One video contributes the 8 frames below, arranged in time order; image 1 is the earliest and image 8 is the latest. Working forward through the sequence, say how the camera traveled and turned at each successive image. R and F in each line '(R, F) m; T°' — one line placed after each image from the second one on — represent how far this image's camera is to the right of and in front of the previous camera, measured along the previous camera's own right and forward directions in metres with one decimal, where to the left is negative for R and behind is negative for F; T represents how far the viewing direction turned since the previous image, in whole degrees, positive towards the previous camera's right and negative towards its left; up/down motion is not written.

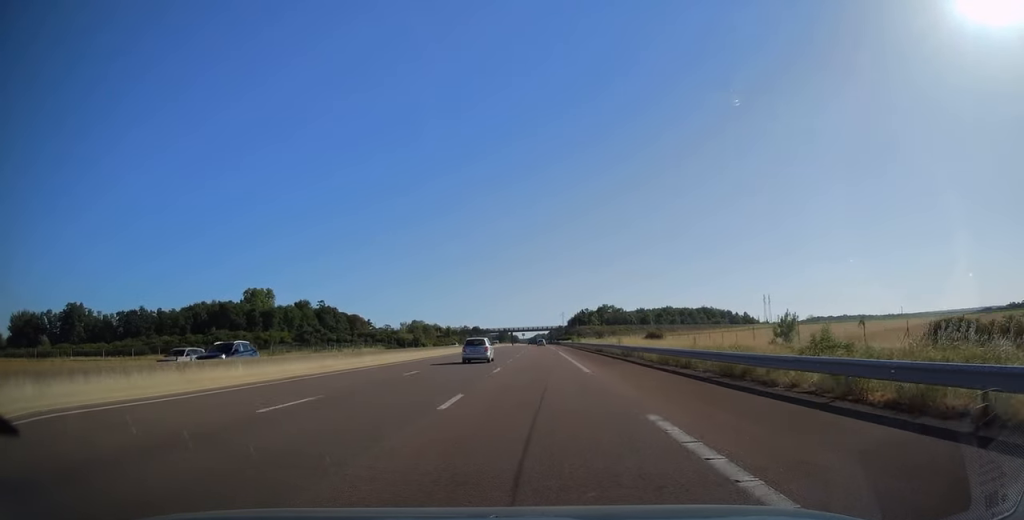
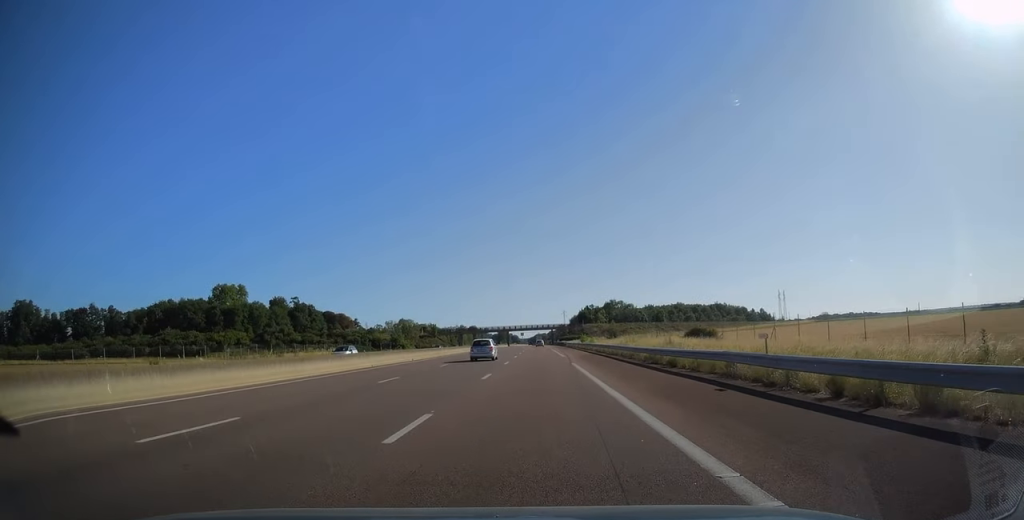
(0.0, +29.7) m; 0°
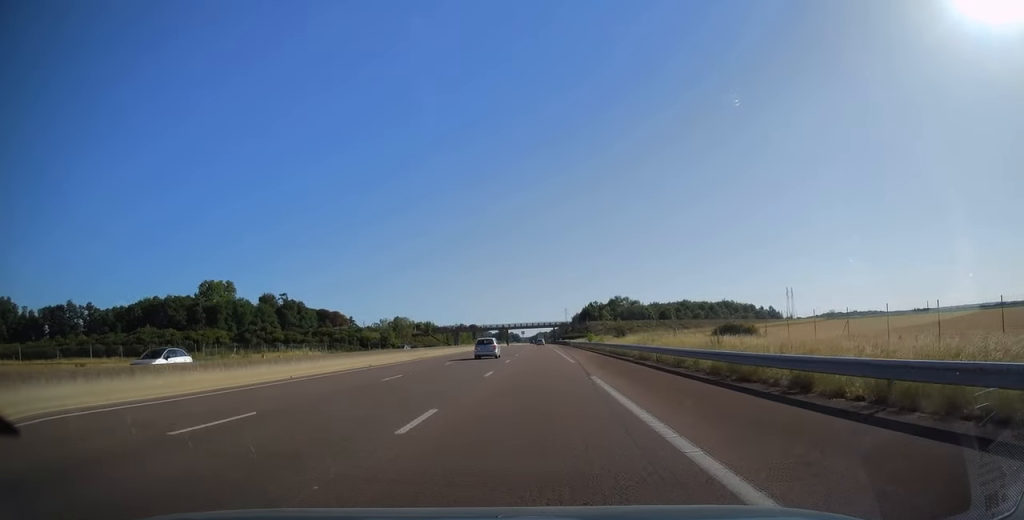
(0.0, +12.4) m; 0°
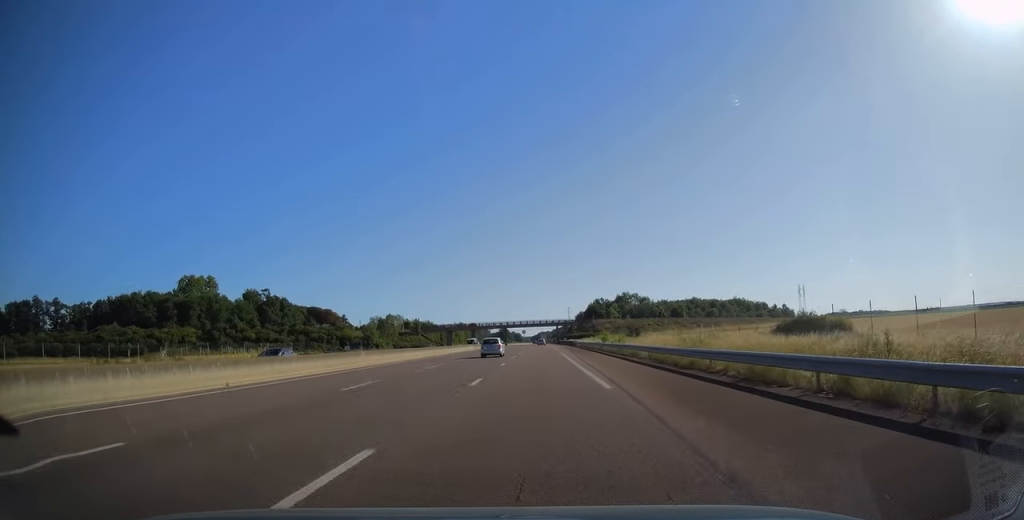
(-0.1, +17.3) m; 0°
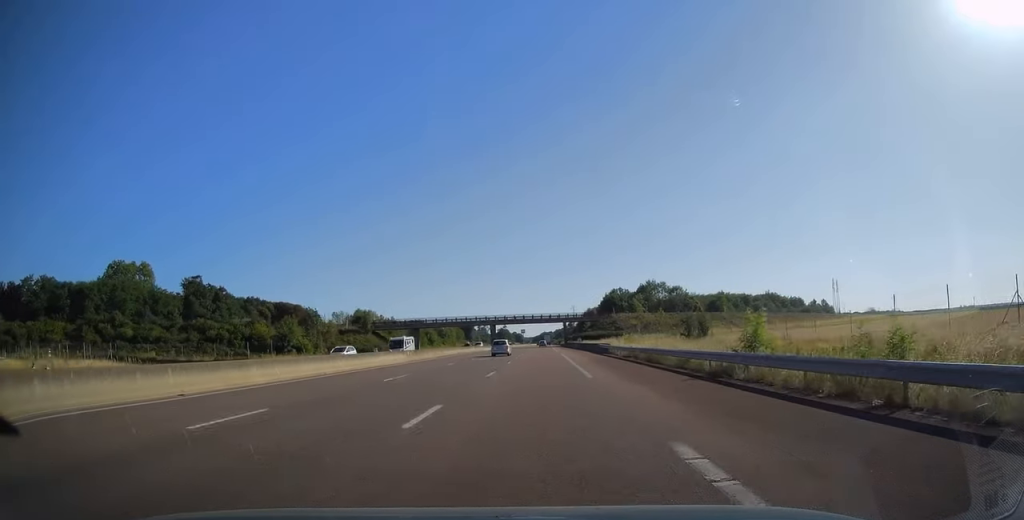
(0.0, +47.0) m; 0°
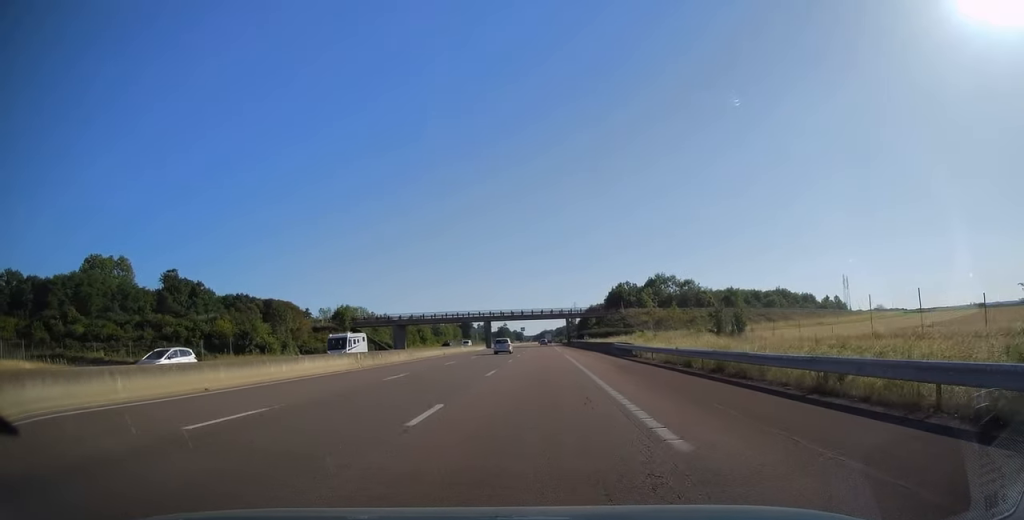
(0.0, +12.8) m; 0°
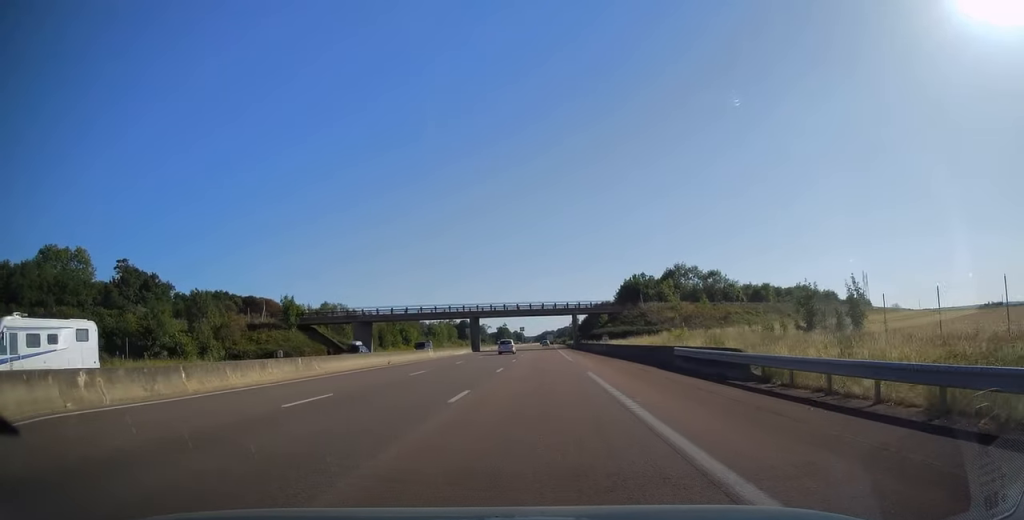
(0.0, +22.2) m; 0°
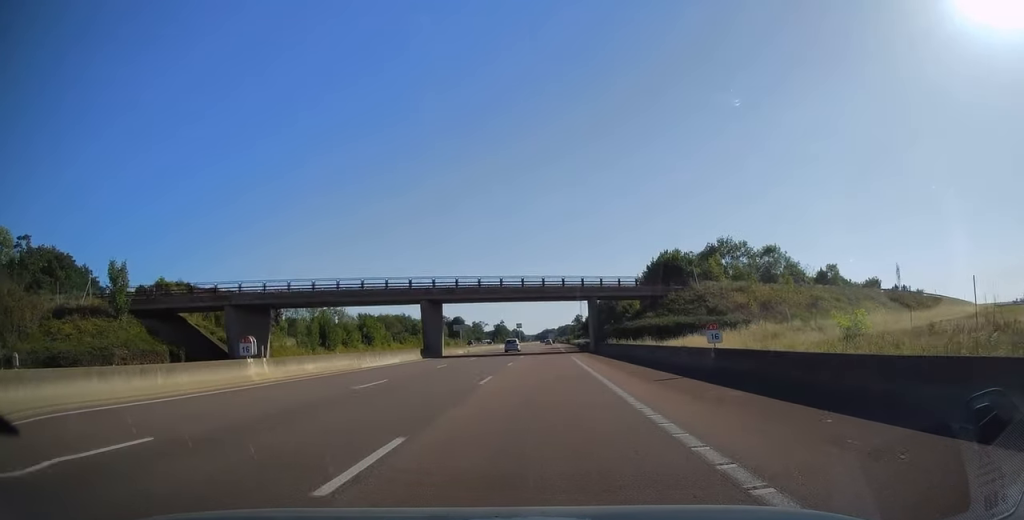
(0.0, +34.0) m; 0°
